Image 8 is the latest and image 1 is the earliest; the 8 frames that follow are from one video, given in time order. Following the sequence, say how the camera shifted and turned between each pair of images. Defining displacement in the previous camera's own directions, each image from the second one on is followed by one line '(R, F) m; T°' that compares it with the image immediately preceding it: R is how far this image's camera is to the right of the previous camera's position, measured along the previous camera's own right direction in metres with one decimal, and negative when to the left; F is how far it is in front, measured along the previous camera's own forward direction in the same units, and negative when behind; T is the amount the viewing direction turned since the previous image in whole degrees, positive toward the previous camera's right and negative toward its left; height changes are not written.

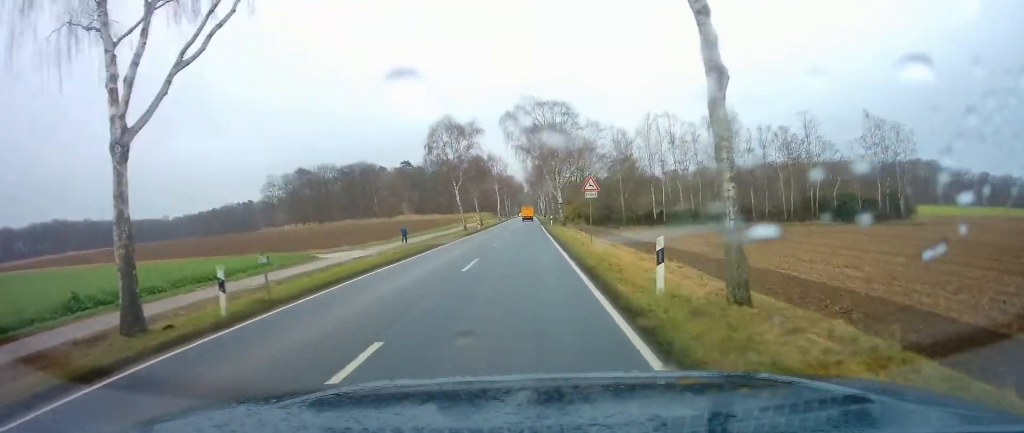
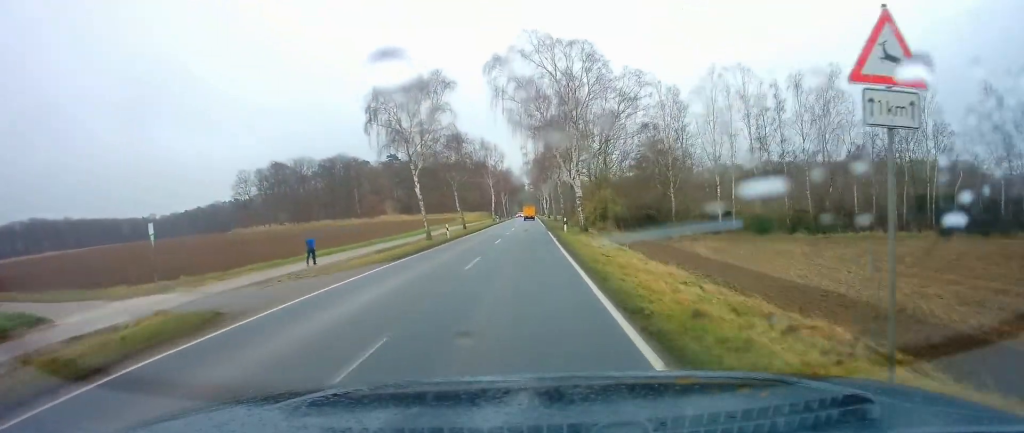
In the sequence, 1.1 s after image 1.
(-0.1, +23.5) m; 0°
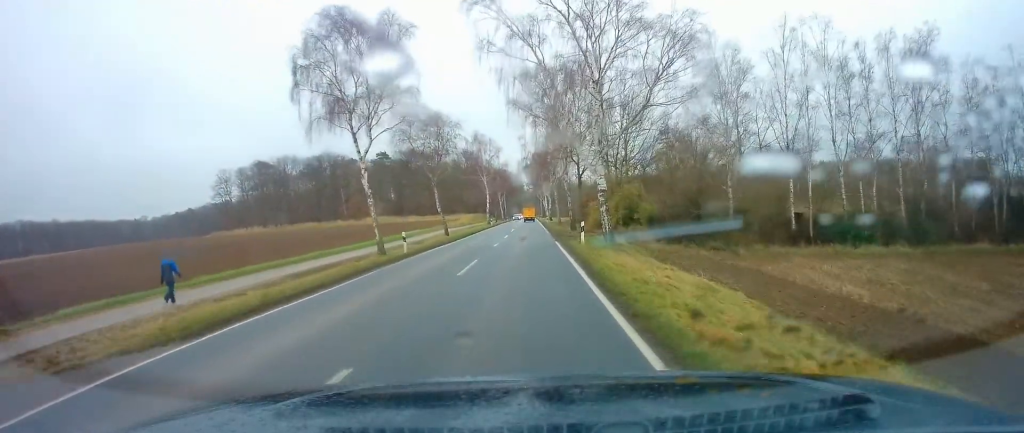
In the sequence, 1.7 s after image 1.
(+0.1, +13.1) m; 0°
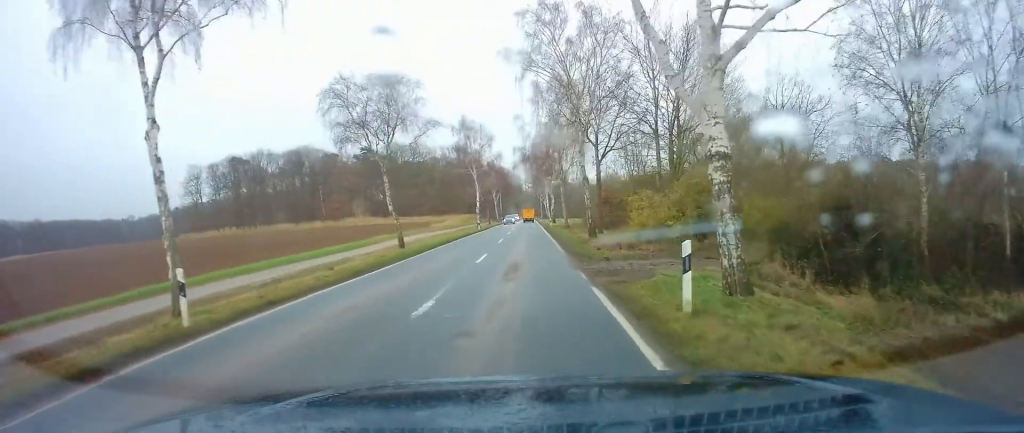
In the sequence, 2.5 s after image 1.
(0.0, +17.0) m; -1°
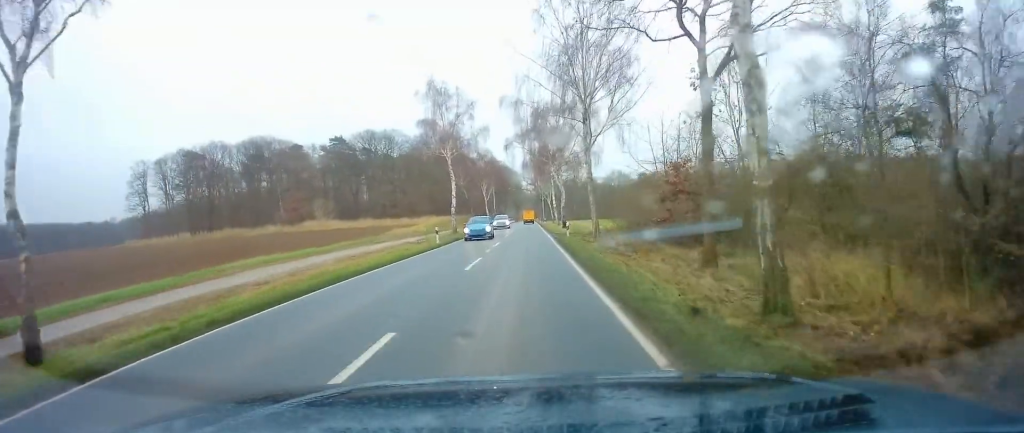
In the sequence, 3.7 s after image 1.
(-0.4, +26.3) m; 0°
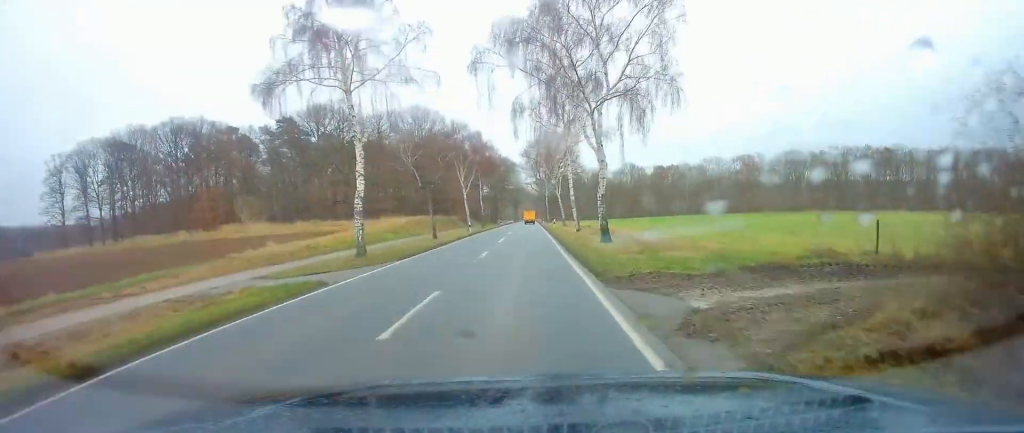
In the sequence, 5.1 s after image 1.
(+0.2, +31.9) m; 0°
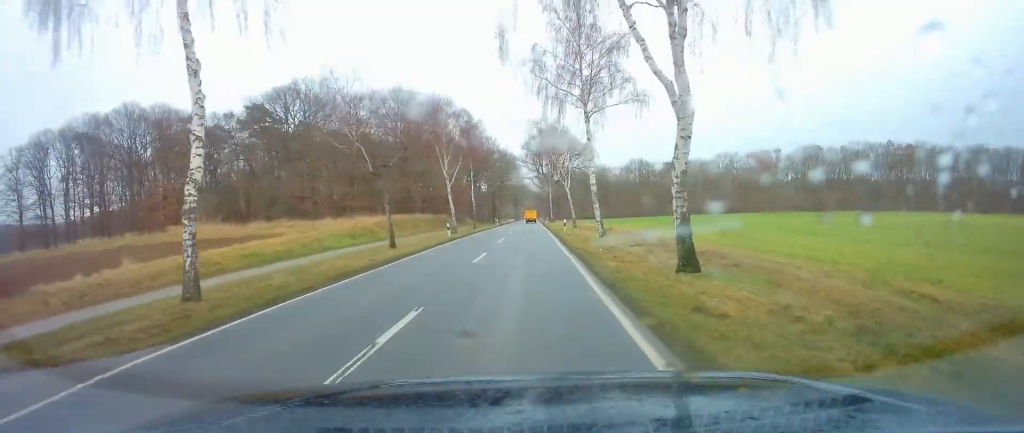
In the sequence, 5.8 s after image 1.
(-0.1, +13.8) m; 0°
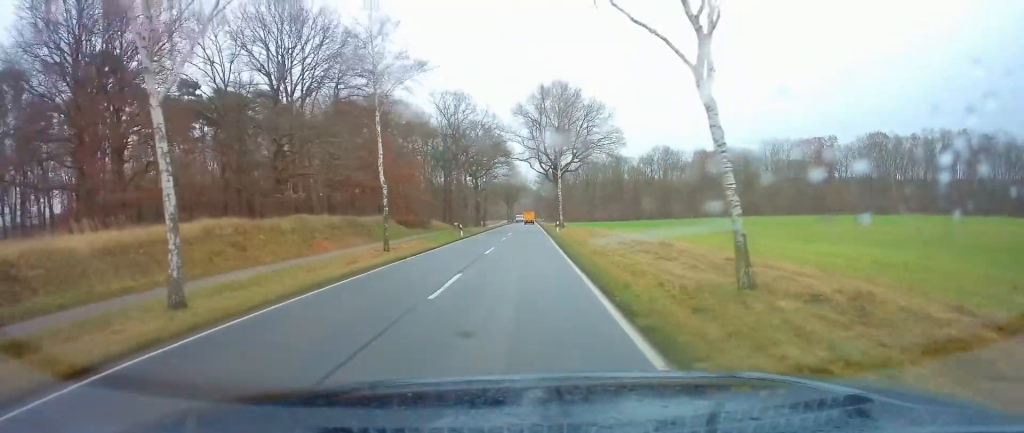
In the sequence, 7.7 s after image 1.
(+0.7, +42.3) m; +2°
